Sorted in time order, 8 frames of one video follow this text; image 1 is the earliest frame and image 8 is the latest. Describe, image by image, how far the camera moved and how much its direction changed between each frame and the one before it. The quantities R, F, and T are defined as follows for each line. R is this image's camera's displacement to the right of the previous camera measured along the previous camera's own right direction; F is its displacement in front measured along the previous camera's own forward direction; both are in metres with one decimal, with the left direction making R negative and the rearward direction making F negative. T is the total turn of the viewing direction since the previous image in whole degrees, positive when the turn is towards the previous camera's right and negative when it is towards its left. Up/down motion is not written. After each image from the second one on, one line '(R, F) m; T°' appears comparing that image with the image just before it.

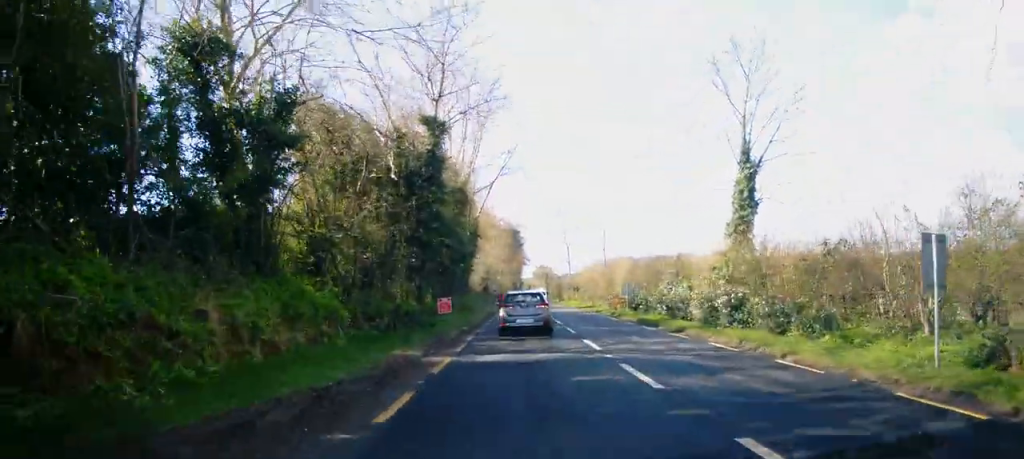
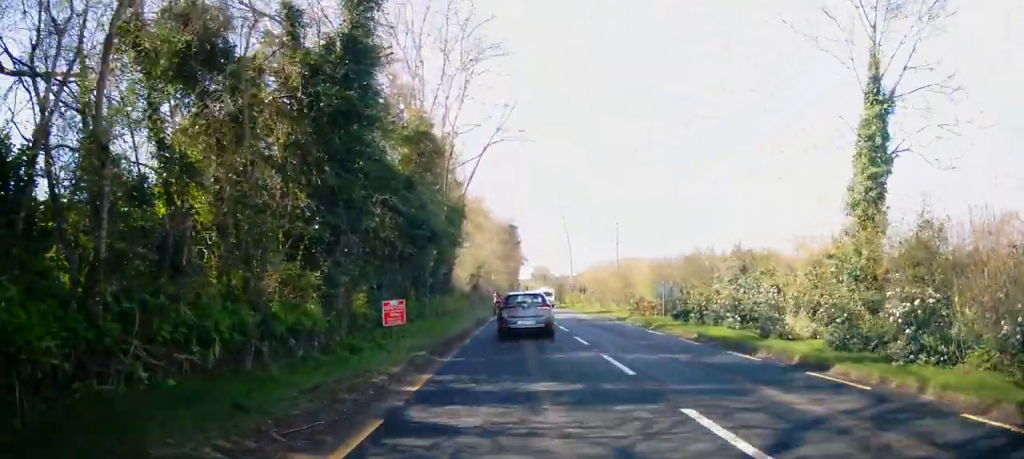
(+0.3, +10.3) m; +2°
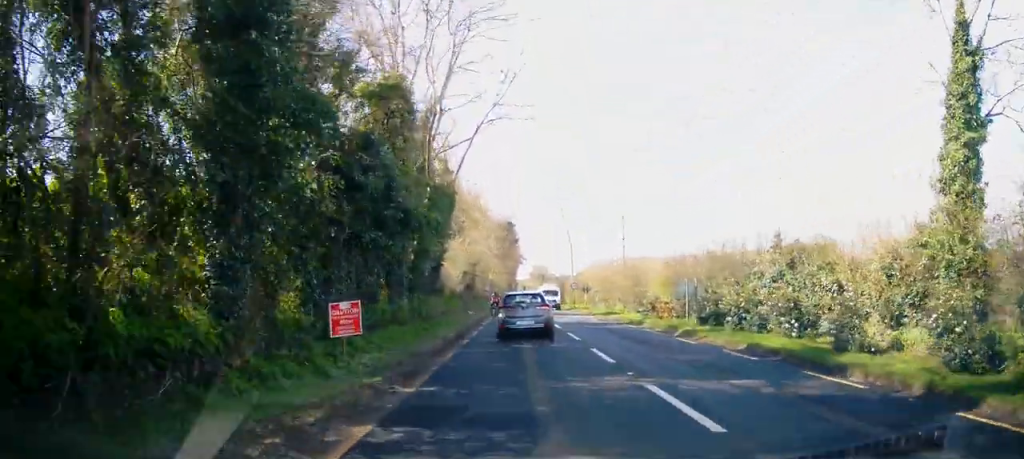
(-0.1, +4.2) m; +1°
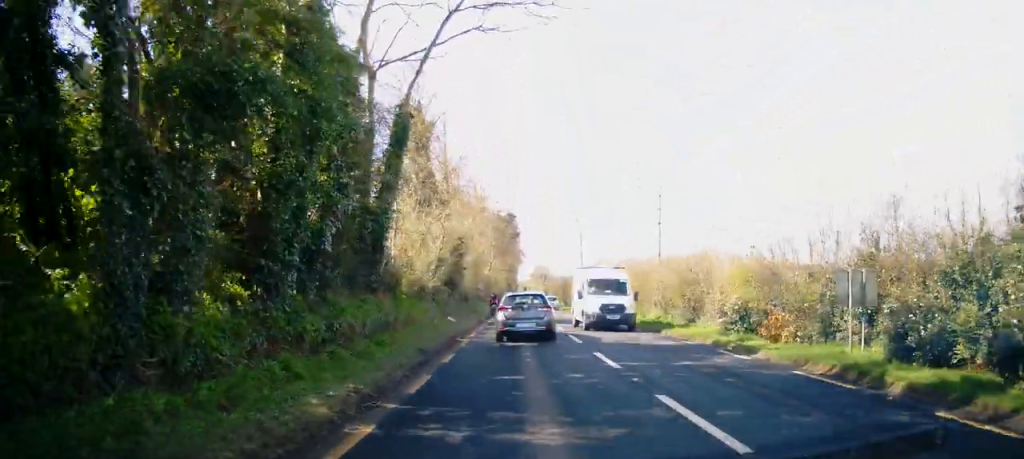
(+0.4, +12.3) m; +1°
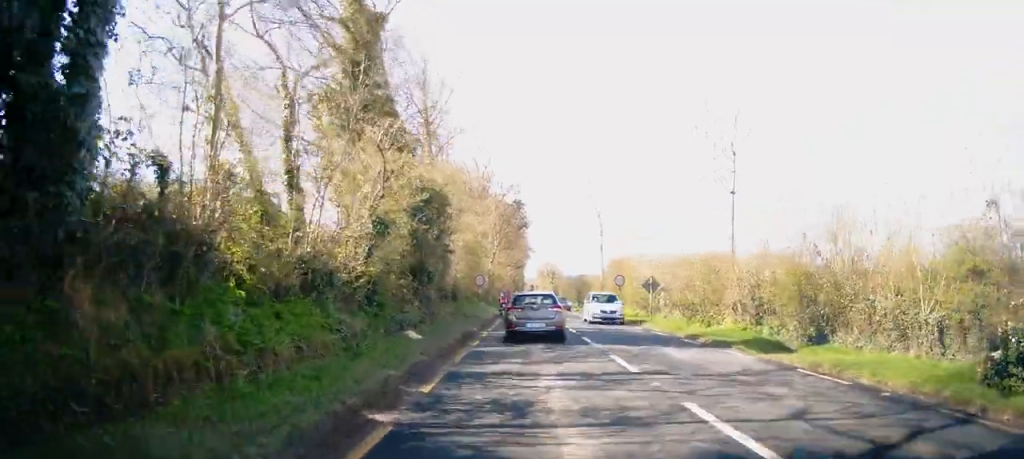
(-0.3, +12.0) m; -3°
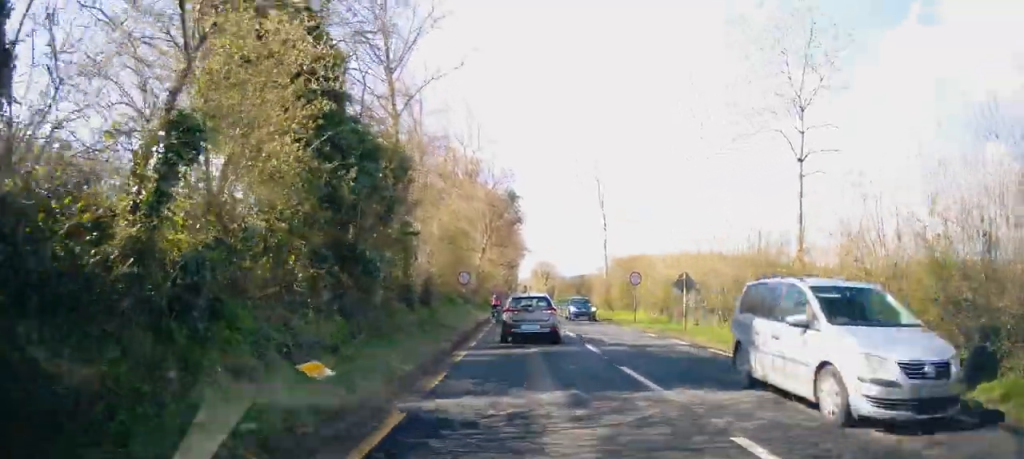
(-0.1, +7.6) m; +4°
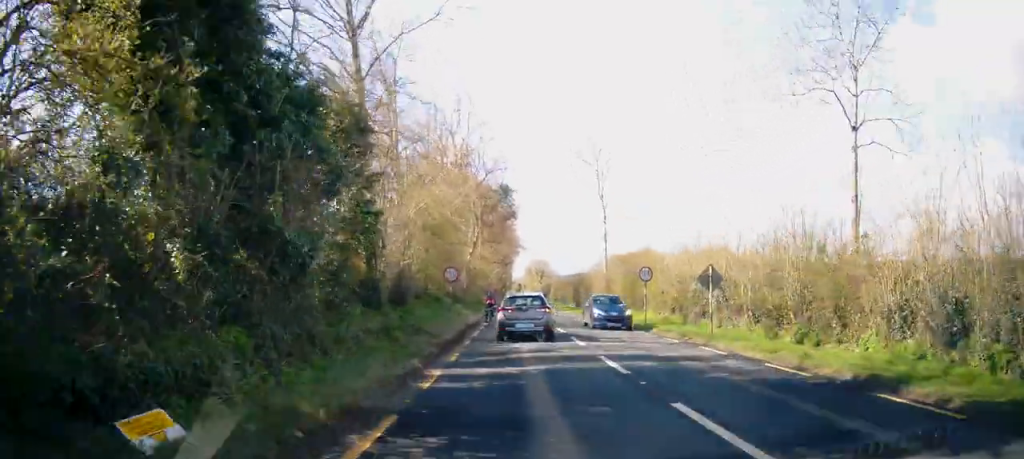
(-0.4, +4.2) m; +4°
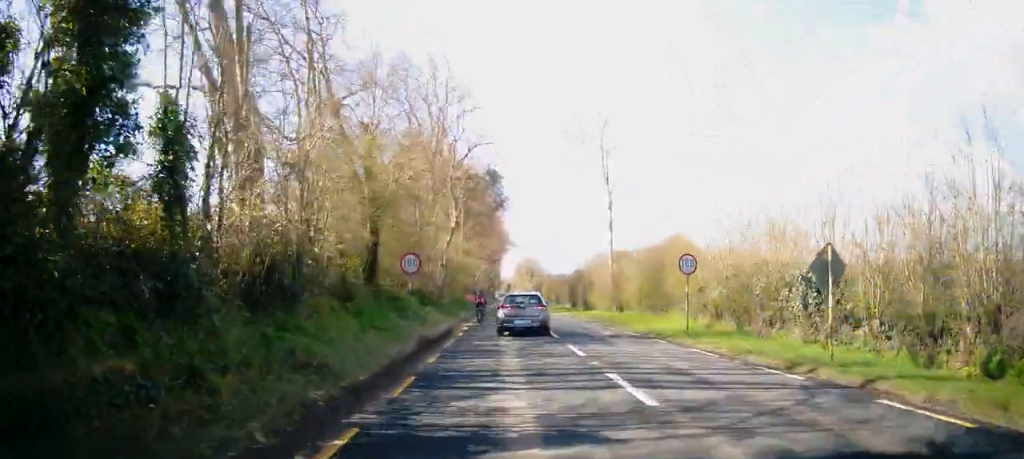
(+1.3, +9.4) m; -6°
